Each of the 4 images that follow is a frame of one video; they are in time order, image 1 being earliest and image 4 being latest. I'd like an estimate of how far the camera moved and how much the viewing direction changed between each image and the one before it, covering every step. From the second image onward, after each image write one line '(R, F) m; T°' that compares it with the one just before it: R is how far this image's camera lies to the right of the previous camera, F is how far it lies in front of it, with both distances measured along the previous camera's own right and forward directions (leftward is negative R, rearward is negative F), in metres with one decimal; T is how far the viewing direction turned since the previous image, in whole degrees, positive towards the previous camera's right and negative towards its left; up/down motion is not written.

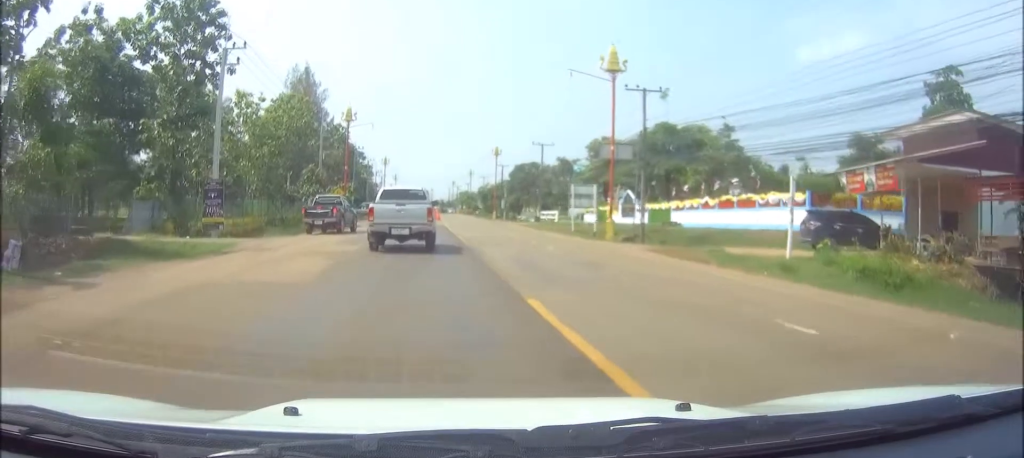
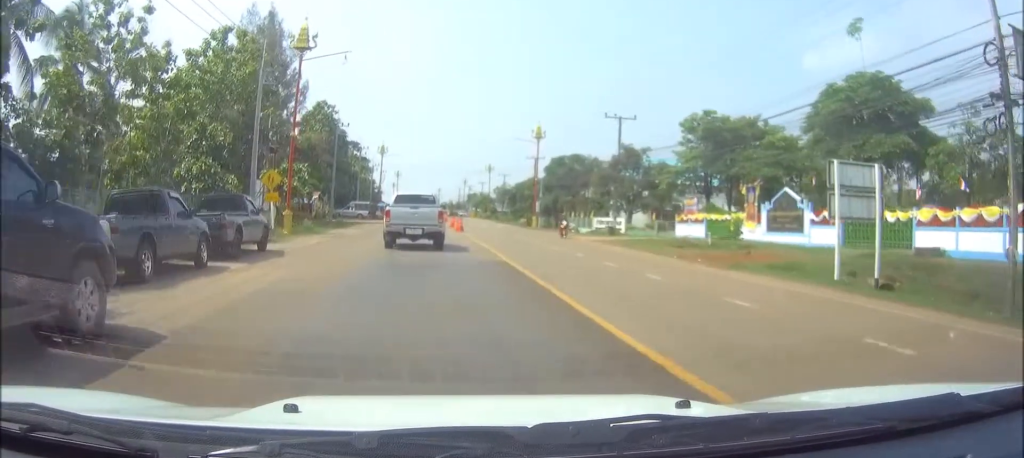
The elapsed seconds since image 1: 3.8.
(-0.2, +30.4) m; 0°
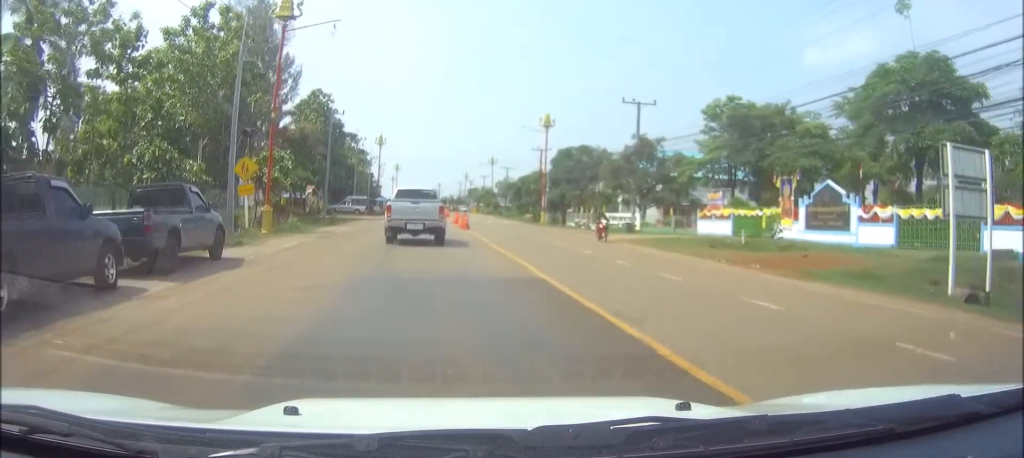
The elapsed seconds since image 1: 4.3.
(0.0, +4.5) m; 0°
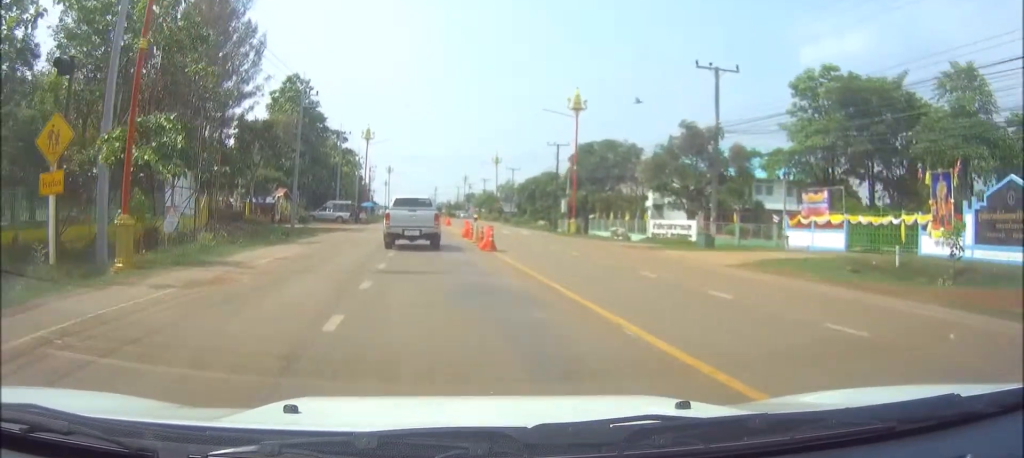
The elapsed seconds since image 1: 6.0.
(+0.2, +14.4) m; +2°
